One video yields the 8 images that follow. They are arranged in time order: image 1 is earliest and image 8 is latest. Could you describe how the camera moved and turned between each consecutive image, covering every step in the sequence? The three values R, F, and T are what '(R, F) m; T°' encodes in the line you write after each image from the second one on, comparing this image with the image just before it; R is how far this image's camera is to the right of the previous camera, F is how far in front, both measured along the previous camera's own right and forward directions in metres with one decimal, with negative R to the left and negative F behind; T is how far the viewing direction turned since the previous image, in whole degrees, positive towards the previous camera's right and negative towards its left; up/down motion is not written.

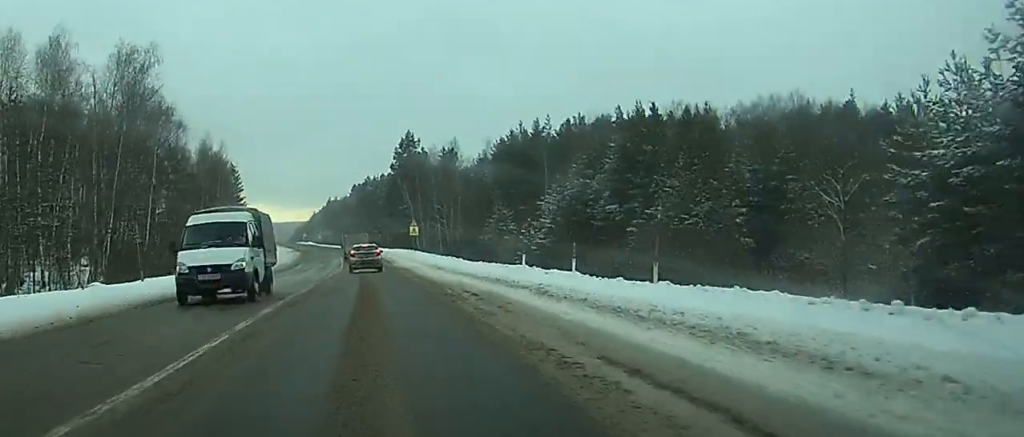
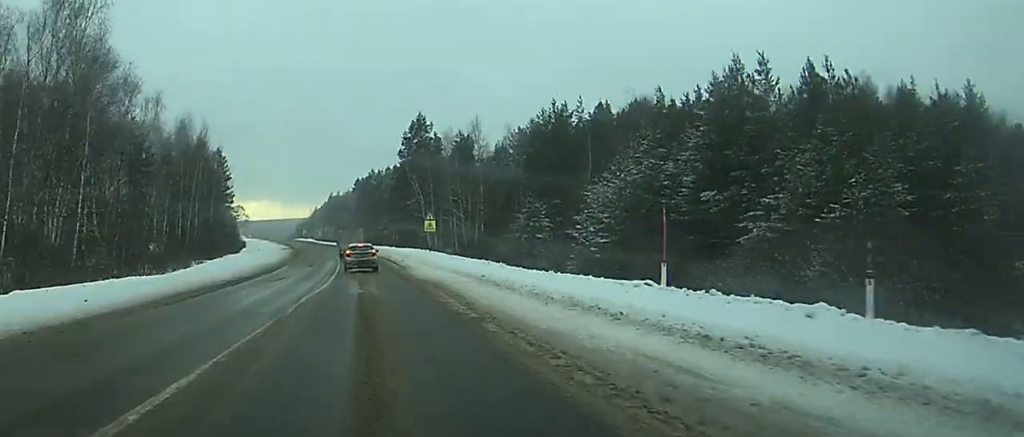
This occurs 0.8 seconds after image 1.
(0.0, +19.5) m; 0°
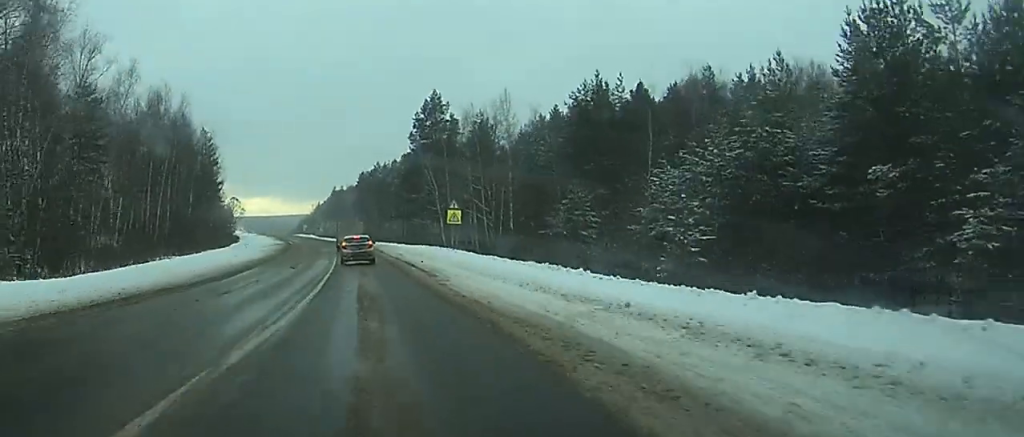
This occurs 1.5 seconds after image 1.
(-0.1, +17.8) m; 0°
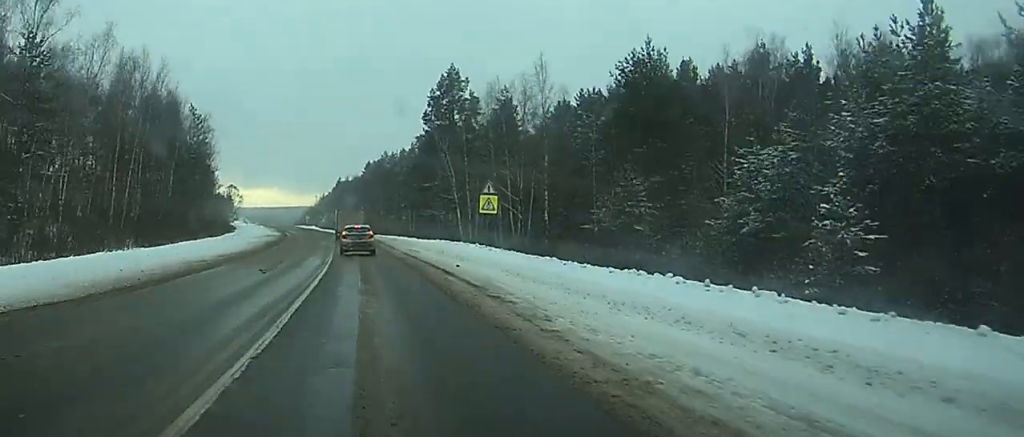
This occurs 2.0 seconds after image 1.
(0.0, +14.4) m; 0°
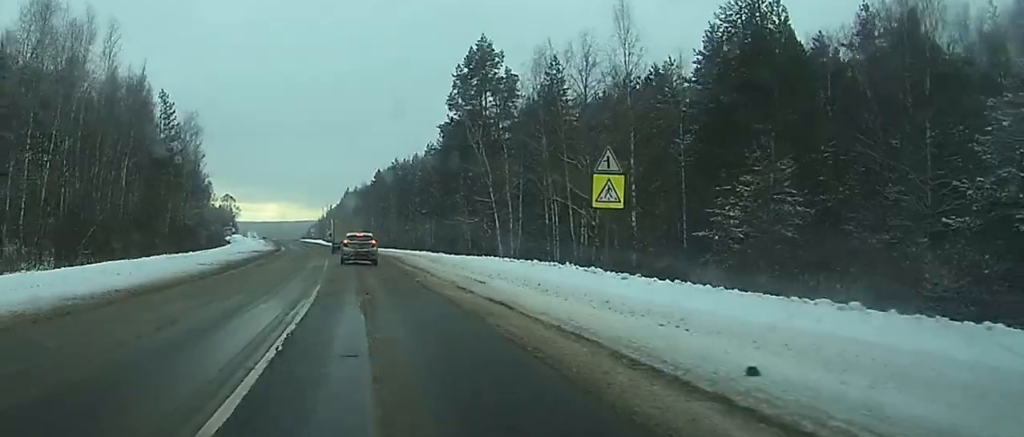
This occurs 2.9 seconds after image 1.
(0.0, +21.9) m; -1°
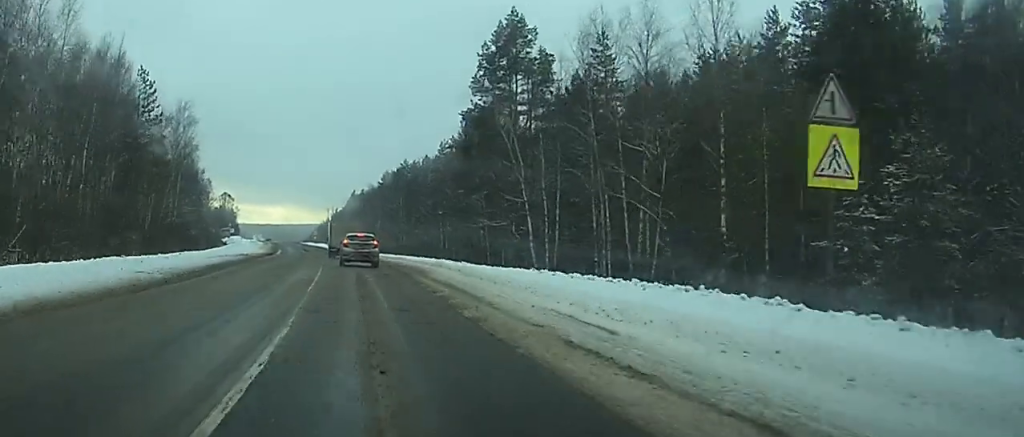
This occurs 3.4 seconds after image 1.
(-0.1, +12.5) m; -1°
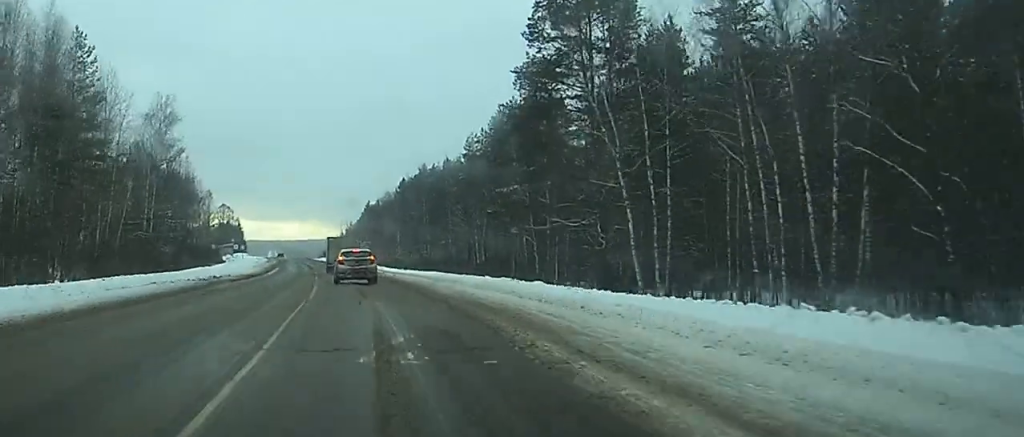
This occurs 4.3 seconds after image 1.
(-0.3, +21.4) m; -1°
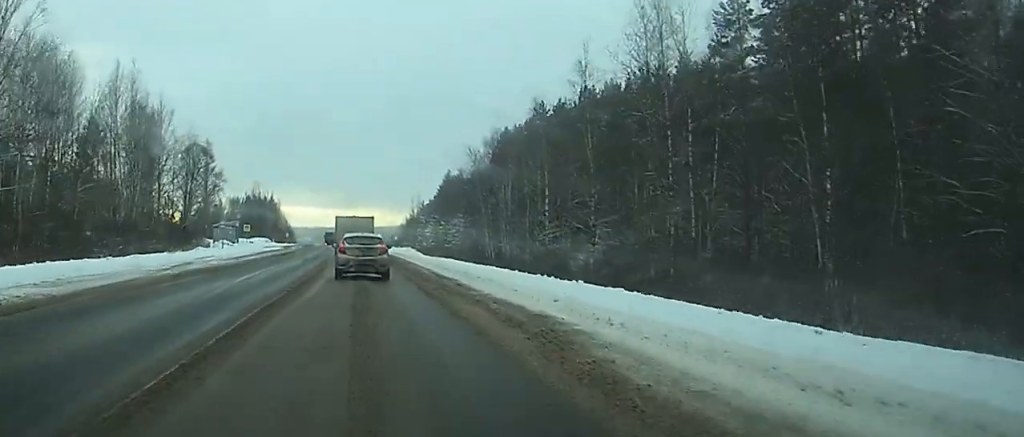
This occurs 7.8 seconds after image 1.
(-3.0, +82.3) m; -4°
